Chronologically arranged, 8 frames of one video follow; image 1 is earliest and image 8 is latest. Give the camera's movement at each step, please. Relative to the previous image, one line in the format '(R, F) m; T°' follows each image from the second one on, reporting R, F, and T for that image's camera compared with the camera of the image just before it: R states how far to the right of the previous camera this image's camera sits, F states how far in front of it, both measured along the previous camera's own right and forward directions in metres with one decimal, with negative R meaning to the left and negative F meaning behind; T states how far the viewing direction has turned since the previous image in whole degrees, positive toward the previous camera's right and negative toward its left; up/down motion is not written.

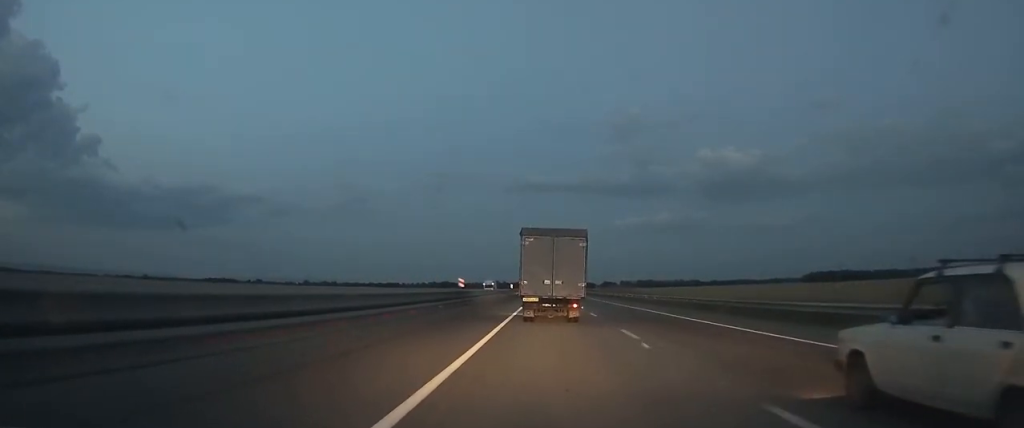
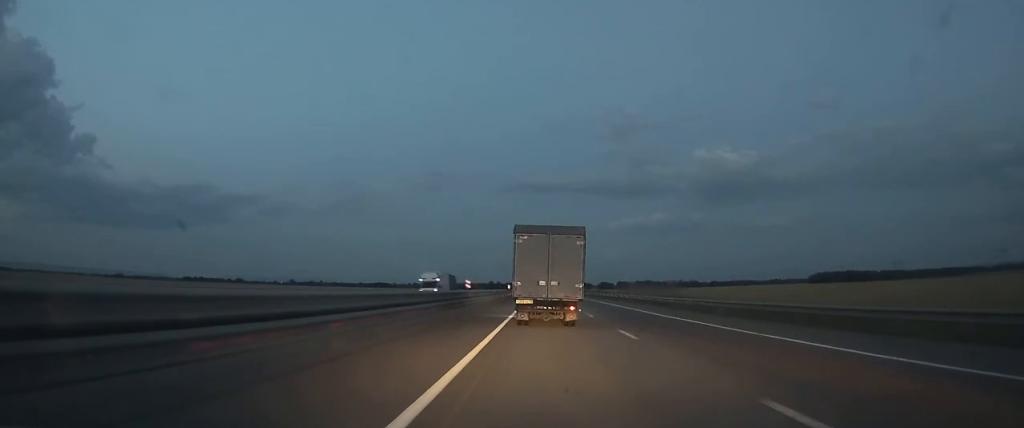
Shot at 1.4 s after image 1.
(0.0, +35.5) m; 0°
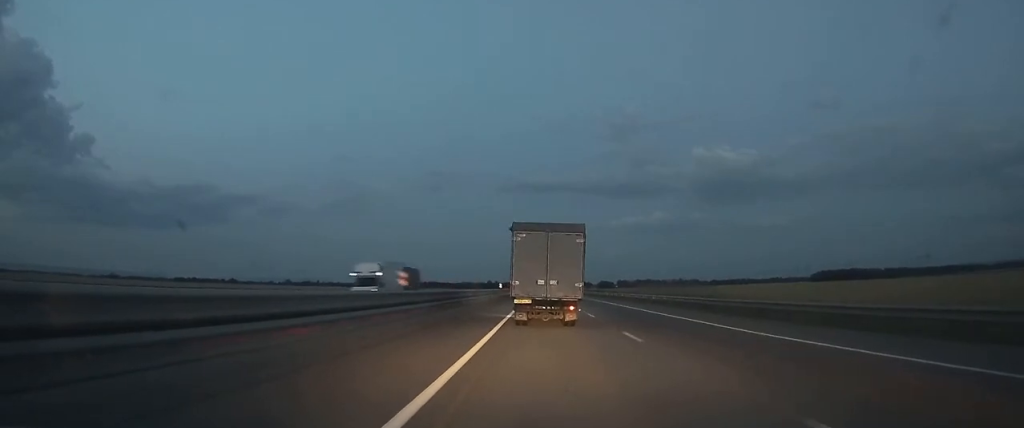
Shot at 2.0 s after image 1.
(+0.1, +13.2) m; 0°
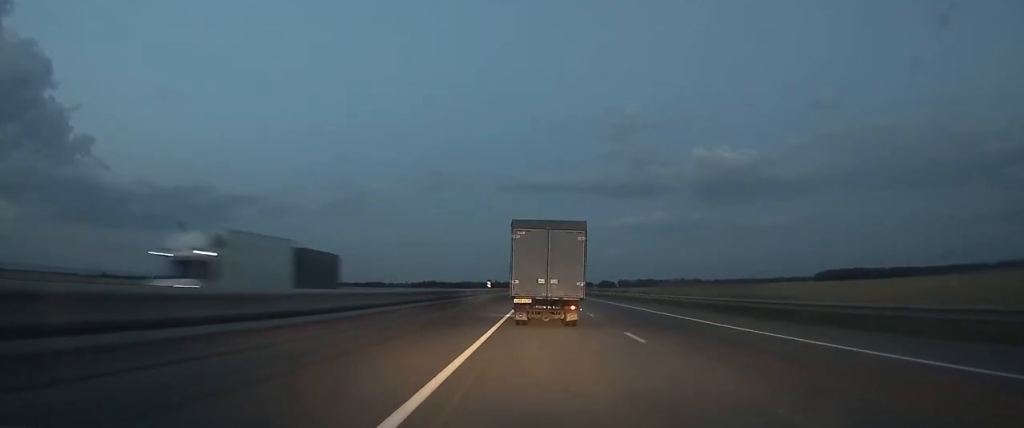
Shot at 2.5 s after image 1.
(0.0, +12.4) m; 0°
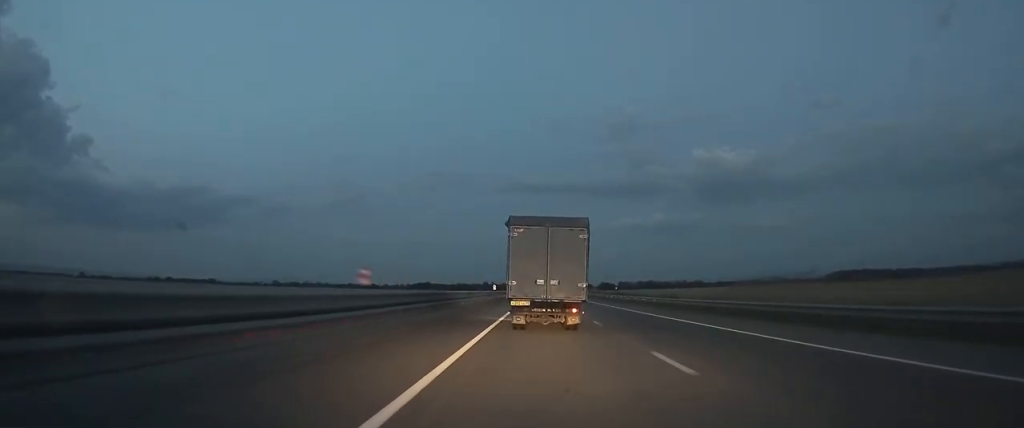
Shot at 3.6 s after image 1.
(+0.1, +29.0) m; 0°
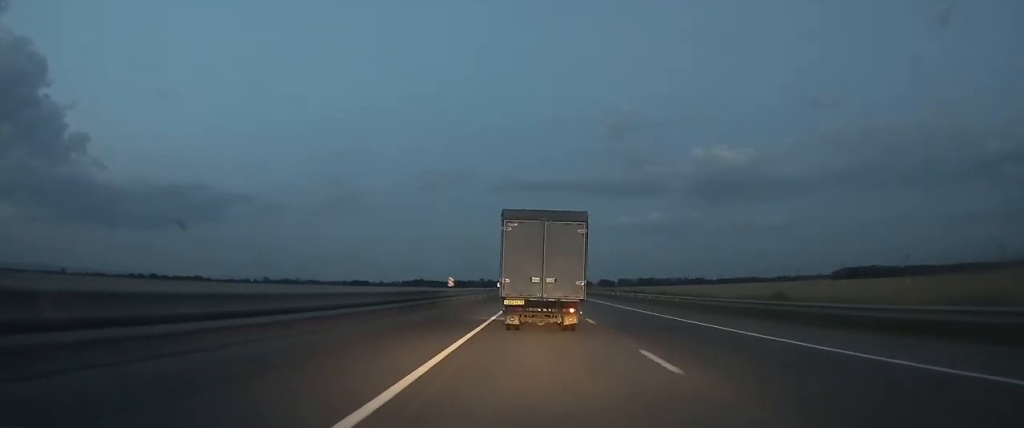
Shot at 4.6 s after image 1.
(0.0, +24.0) m; 0°
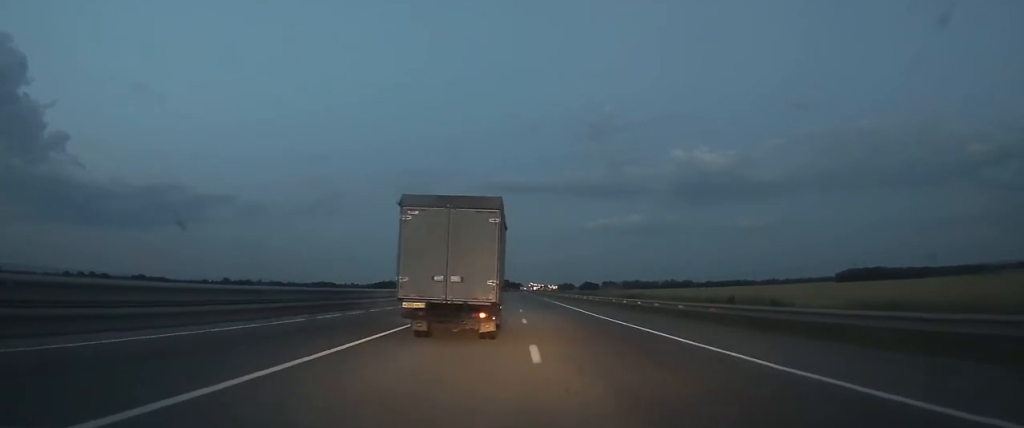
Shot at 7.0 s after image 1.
(+0.5, +59.1) m; +1°
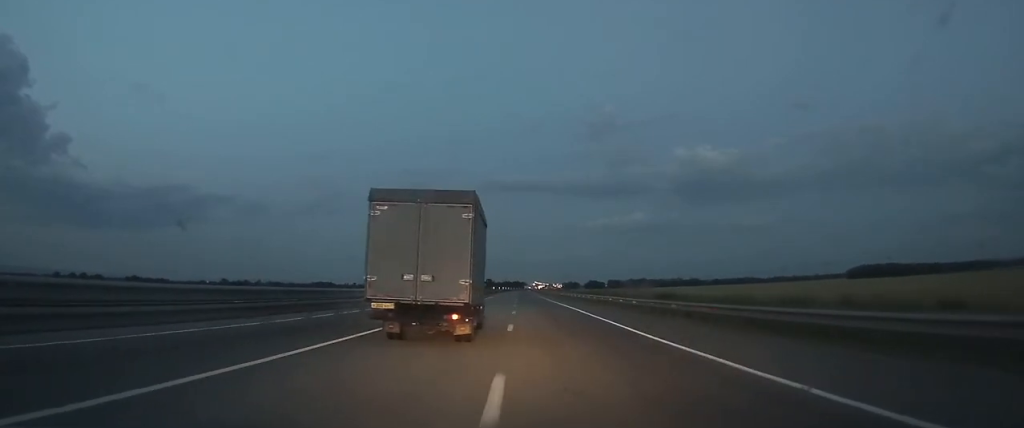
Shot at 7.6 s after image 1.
(0.0, +16.7) m; 0°
